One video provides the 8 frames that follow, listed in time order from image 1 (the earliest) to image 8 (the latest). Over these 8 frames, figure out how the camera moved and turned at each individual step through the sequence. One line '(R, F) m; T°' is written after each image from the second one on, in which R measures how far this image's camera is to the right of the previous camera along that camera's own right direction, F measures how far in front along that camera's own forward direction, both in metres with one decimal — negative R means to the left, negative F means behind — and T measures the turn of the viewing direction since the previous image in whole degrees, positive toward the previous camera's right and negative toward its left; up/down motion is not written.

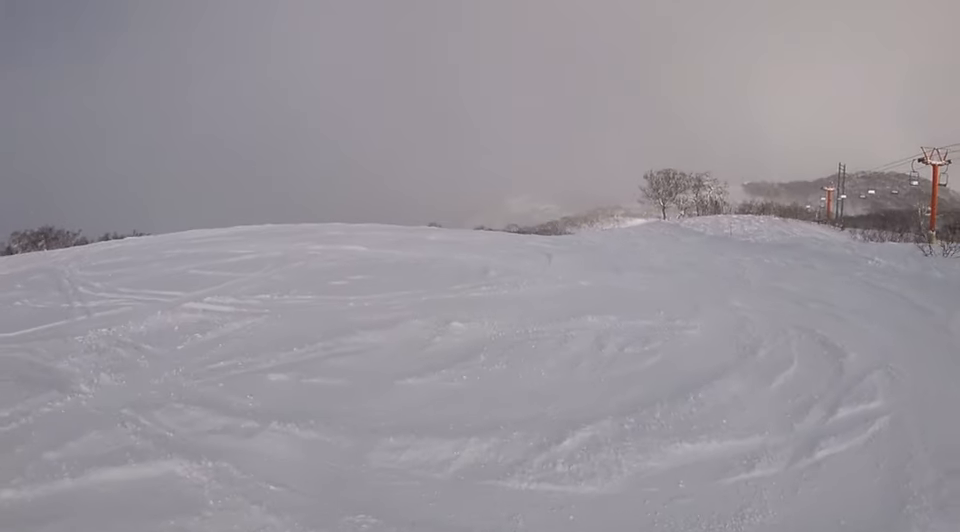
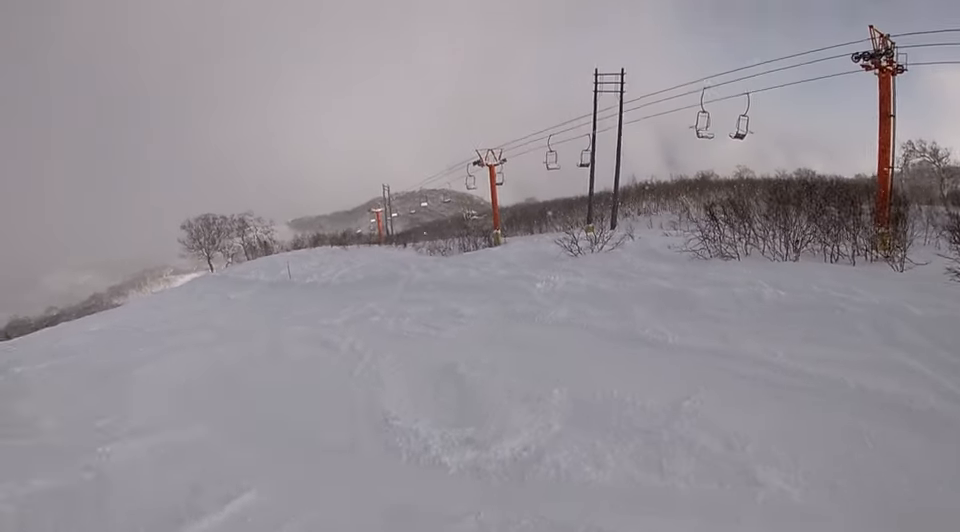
(+3.6, +9.9) m; +51°
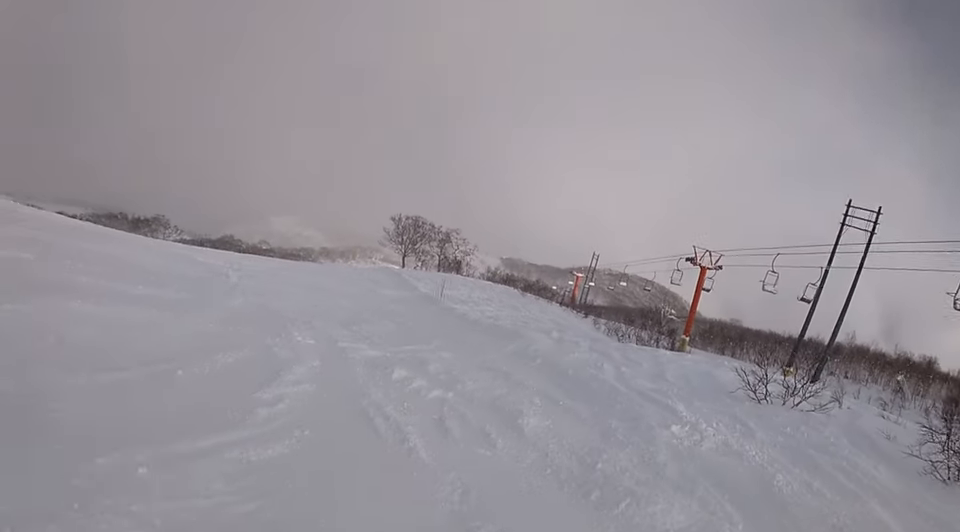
(+0.5, +4.2) m; -9°
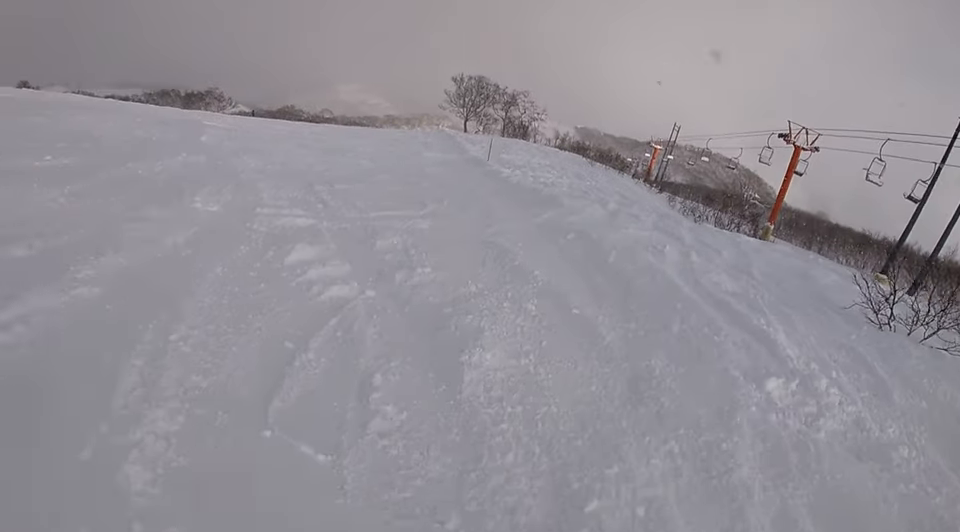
(+0.6, +2.4) m; -11°
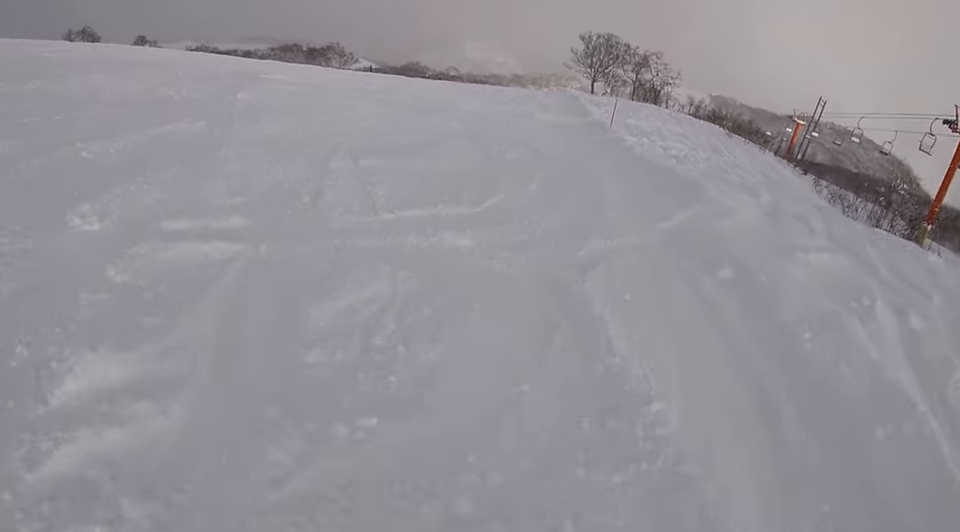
(-1.2, +2.1) m; -16°
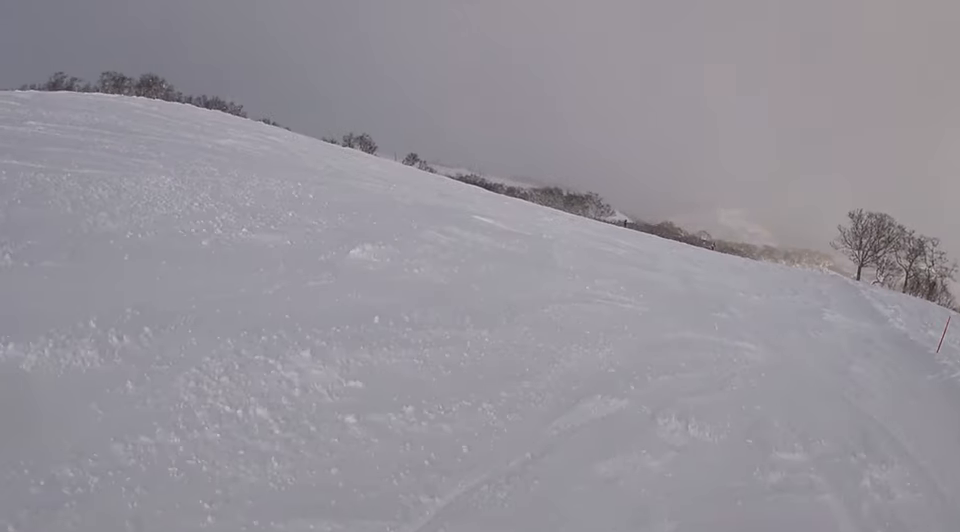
(-1.6, +5.1) m; -23°
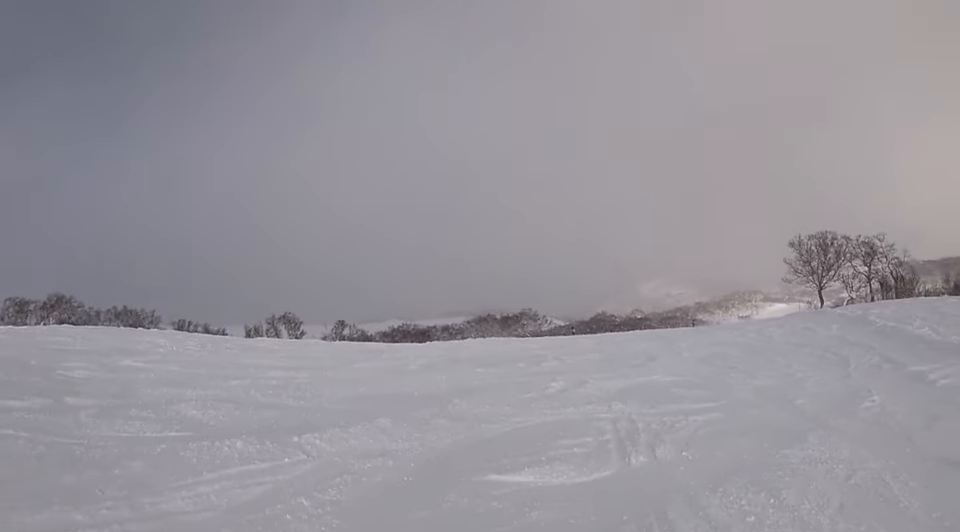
(-0.8, +6.8) m; -2°
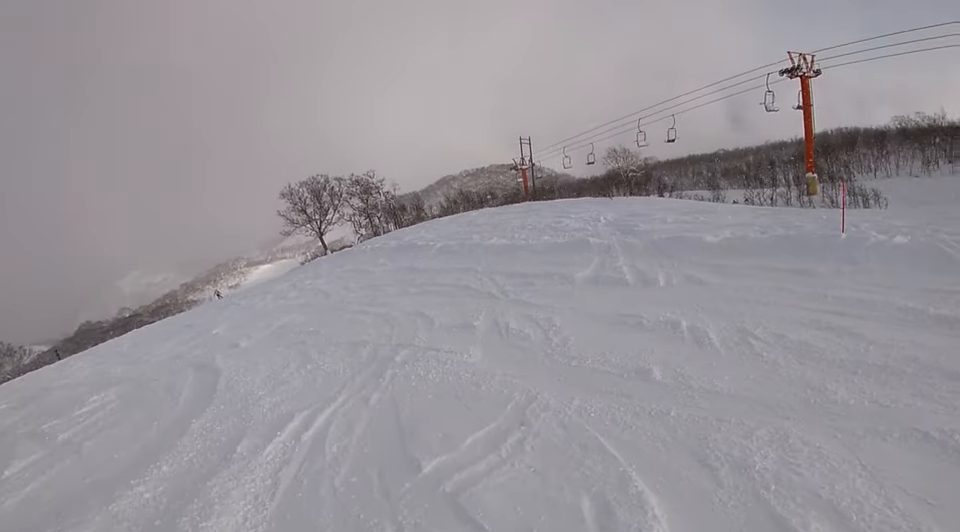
(+2.2, +8.3) m; +36°
